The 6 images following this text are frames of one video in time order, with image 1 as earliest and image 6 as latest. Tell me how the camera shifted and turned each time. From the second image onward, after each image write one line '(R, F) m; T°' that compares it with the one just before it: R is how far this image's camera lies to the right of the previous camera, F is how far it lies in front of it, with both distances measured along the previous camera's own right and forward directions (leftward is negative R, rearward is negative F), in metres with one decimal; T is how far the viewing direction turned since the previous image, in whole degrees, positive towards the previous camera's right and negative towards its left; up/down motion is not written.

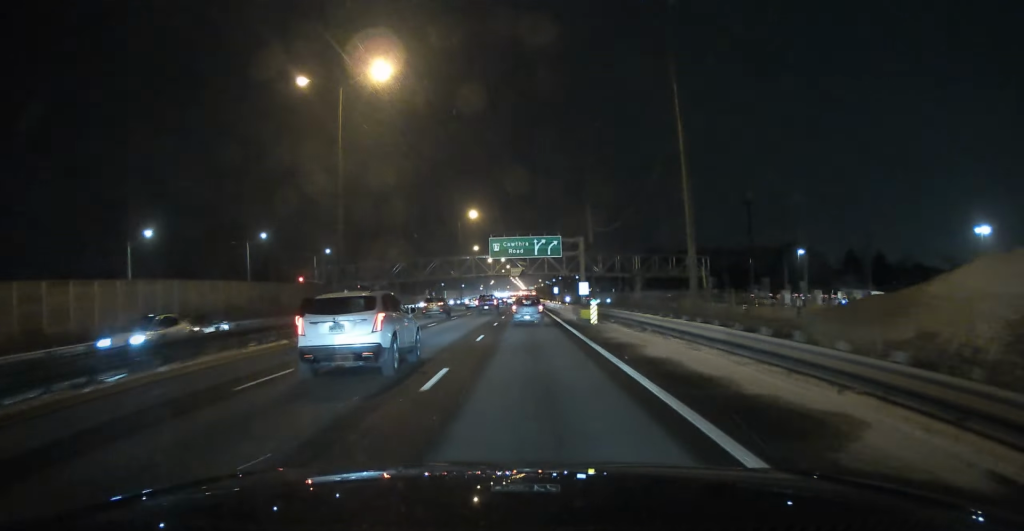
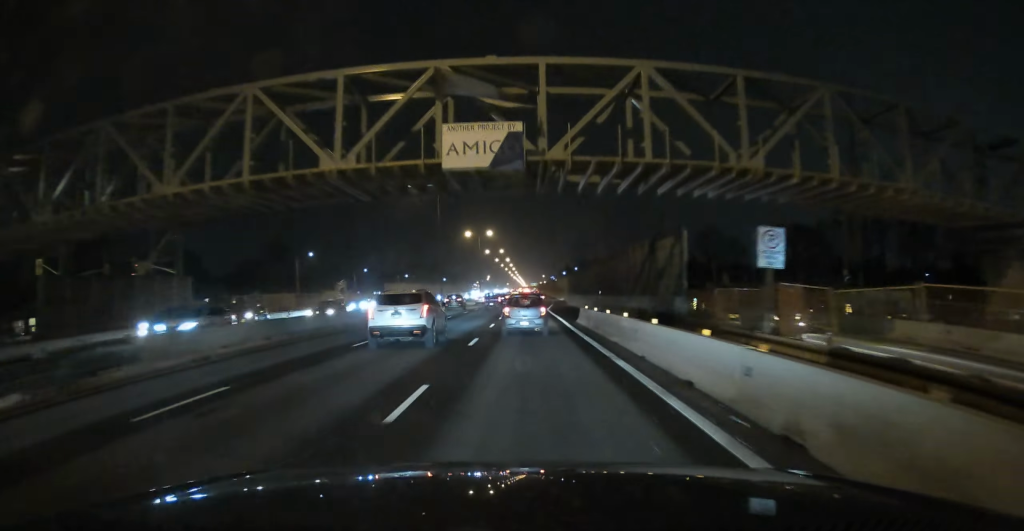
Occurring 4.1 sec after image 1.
(+0.4, +99.9) m; 0°
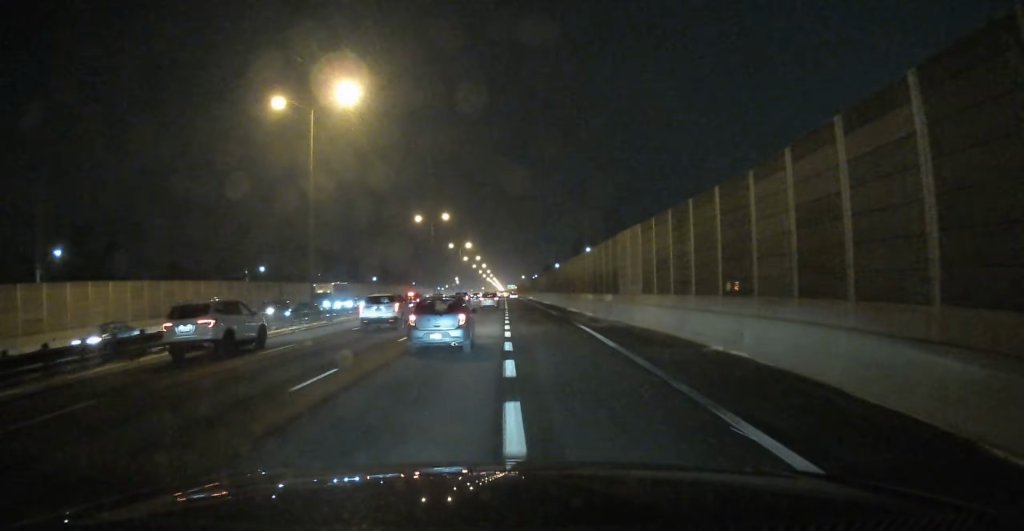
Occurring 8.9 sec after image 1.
(+1.0, +113.3) m; +1°
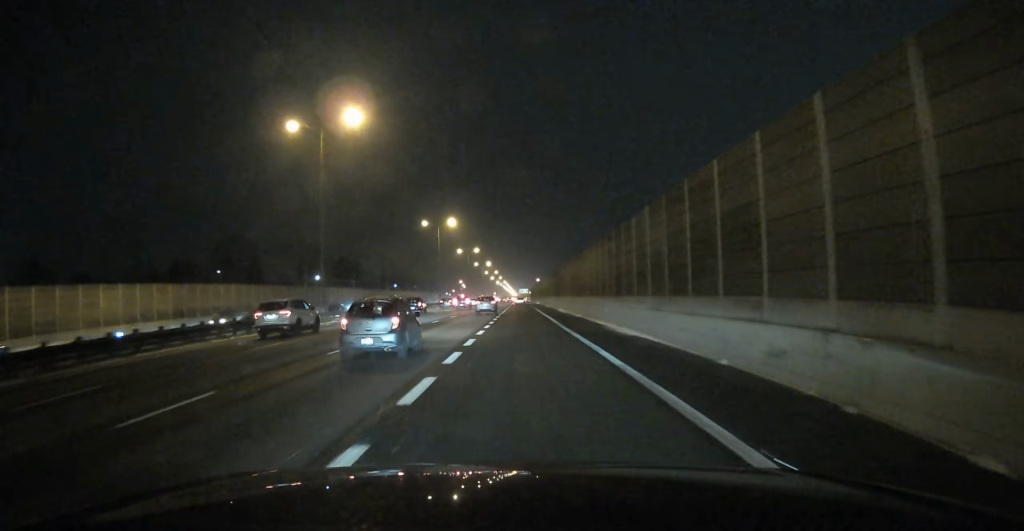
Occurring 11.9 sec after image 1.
(0.0, +70.7) m; 0°
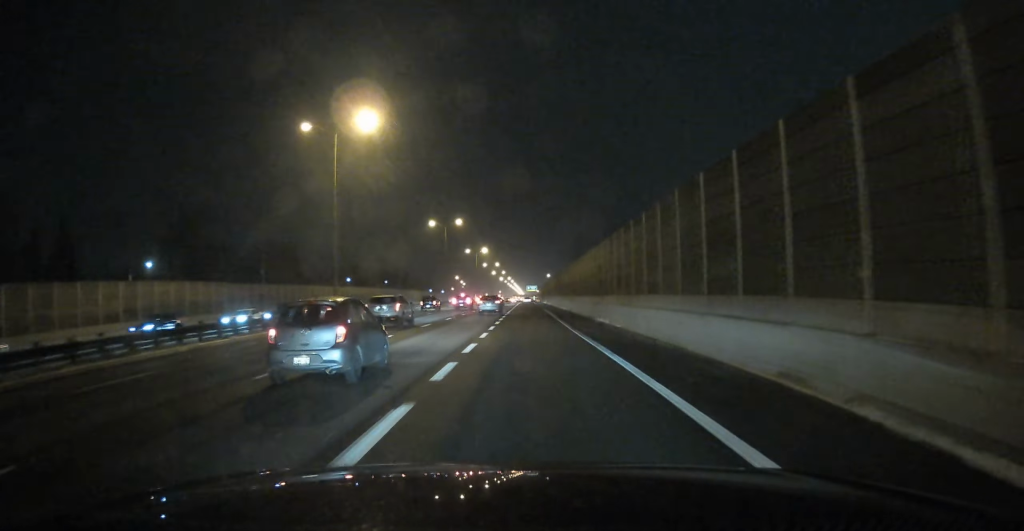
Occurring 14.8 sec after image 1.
(-0.5, +69.7) m; -1°
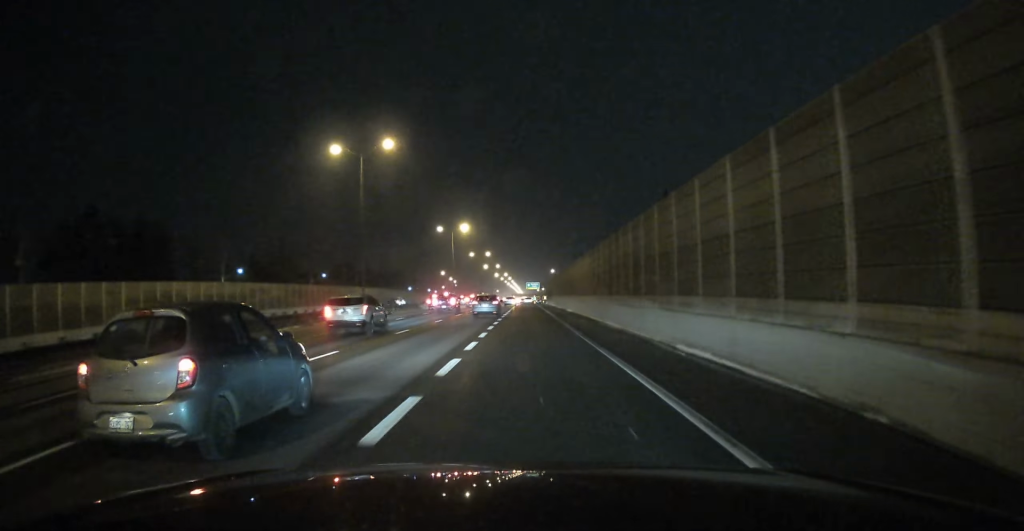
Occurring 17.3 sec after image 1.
(-0.2, +61.8) m; 0°
